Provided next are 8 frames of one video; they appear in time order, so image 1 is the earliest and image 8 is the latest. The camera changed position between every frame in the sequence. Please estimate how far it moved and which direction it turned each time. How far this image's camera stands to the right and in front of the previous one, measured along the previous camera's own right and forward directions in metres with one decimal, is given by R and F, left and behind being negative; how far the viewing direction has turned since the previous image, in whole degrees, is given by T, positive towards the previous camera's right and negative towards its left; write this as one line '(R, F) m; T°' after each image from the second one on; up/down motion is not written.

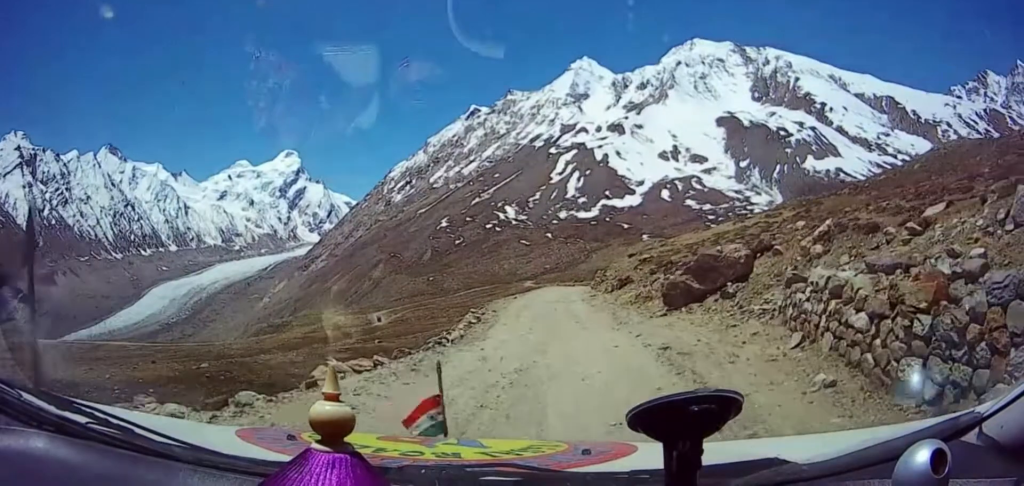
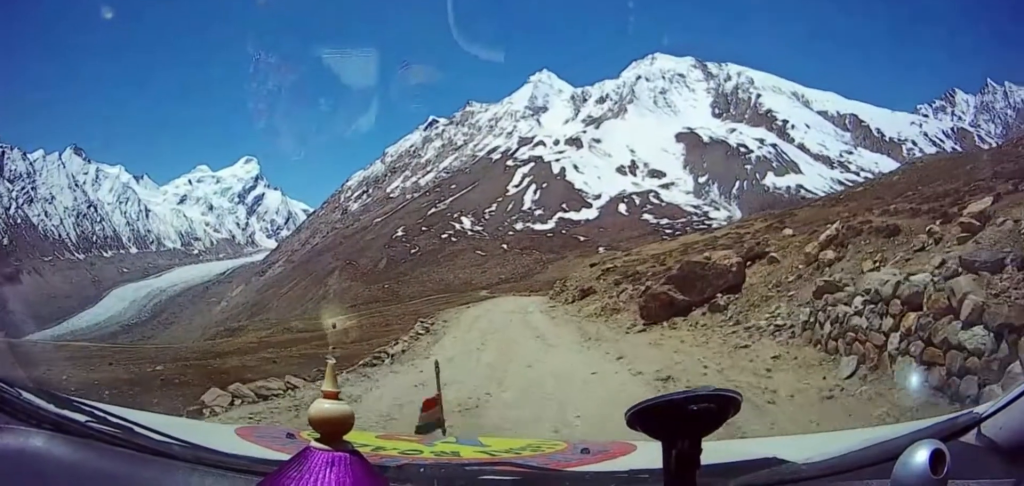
(0.0, +2.4) m; +1°
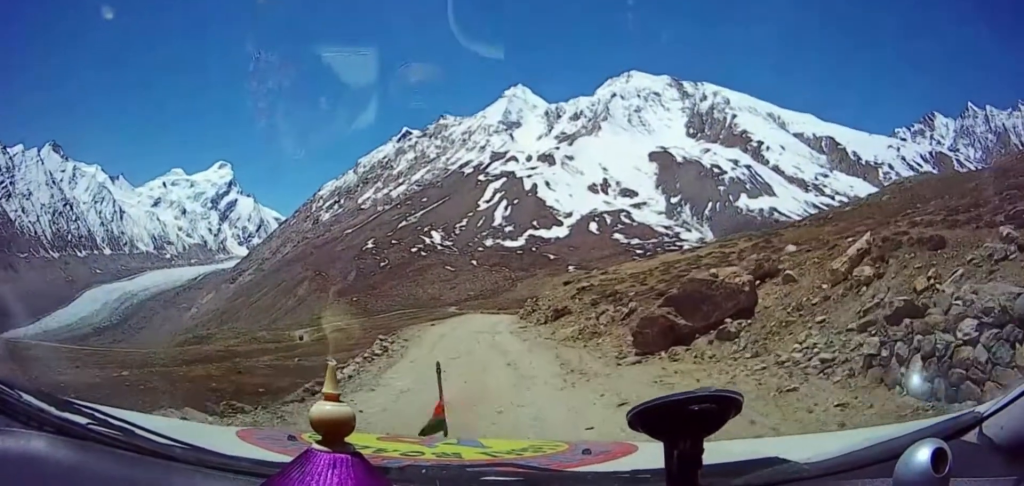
(0.0, +2.2) m; 0°
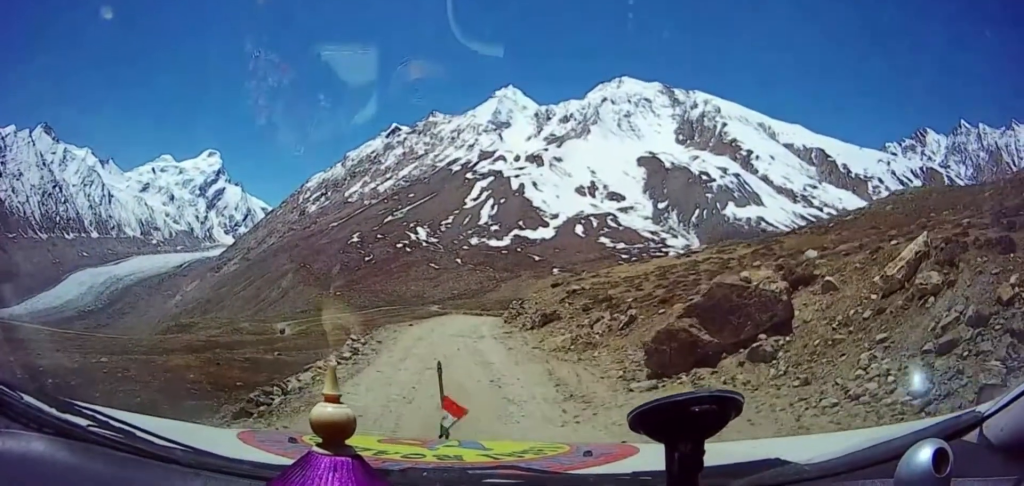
(0.0, +2.1) m; +1°
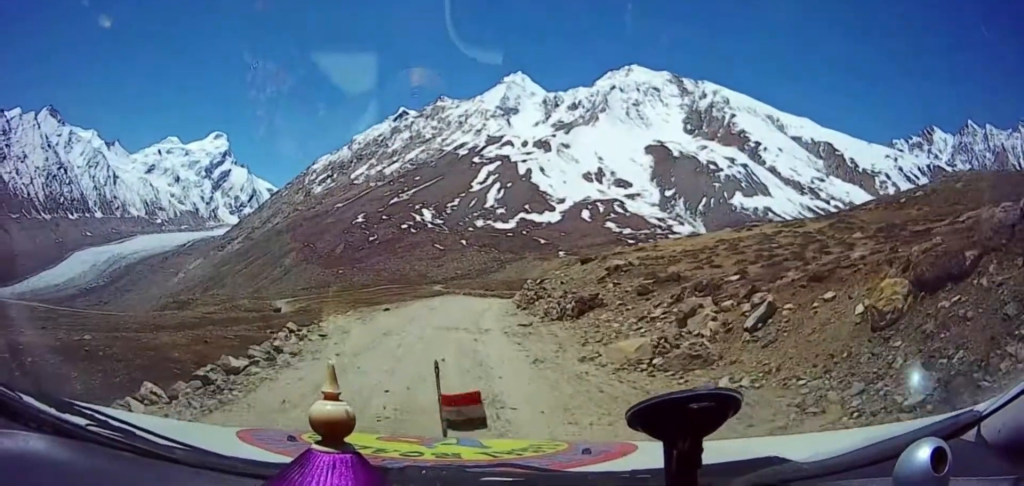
(+0.5, +7.9) m; +4°
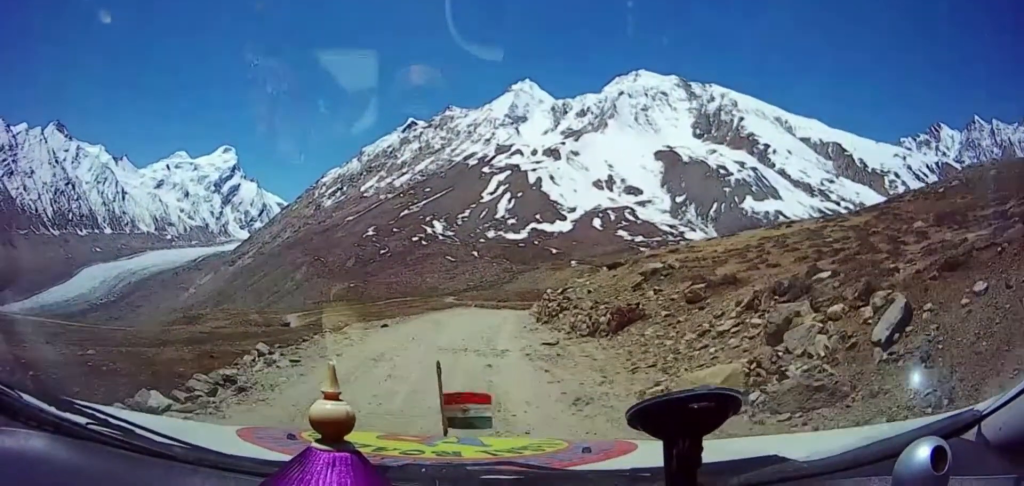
(0.0, +2.8) m; -2°
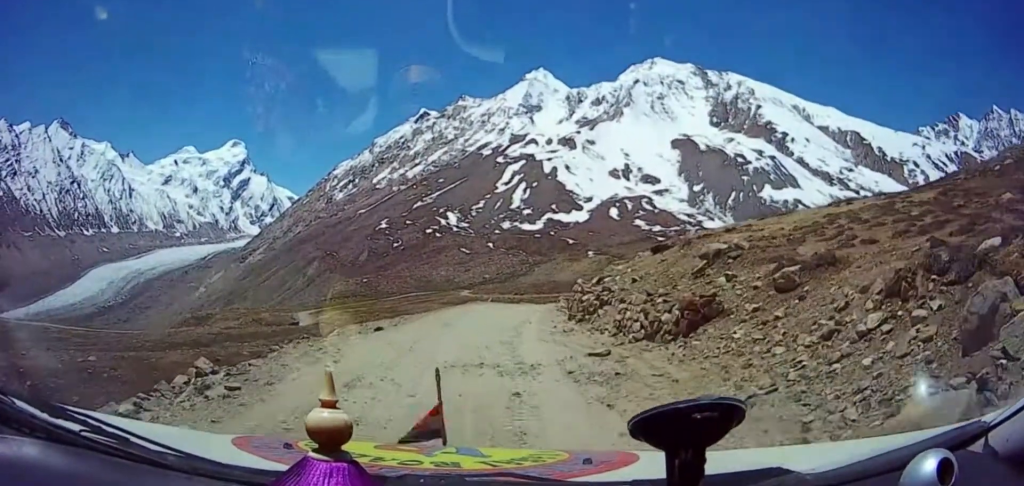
(-0.1, +3.1) m; -3°
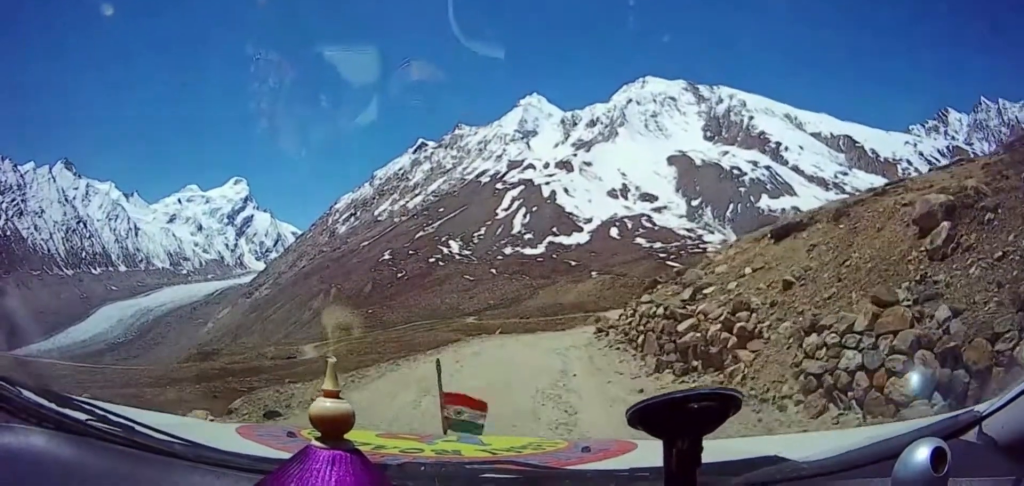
(-0.1, +7.2) m; -1°
